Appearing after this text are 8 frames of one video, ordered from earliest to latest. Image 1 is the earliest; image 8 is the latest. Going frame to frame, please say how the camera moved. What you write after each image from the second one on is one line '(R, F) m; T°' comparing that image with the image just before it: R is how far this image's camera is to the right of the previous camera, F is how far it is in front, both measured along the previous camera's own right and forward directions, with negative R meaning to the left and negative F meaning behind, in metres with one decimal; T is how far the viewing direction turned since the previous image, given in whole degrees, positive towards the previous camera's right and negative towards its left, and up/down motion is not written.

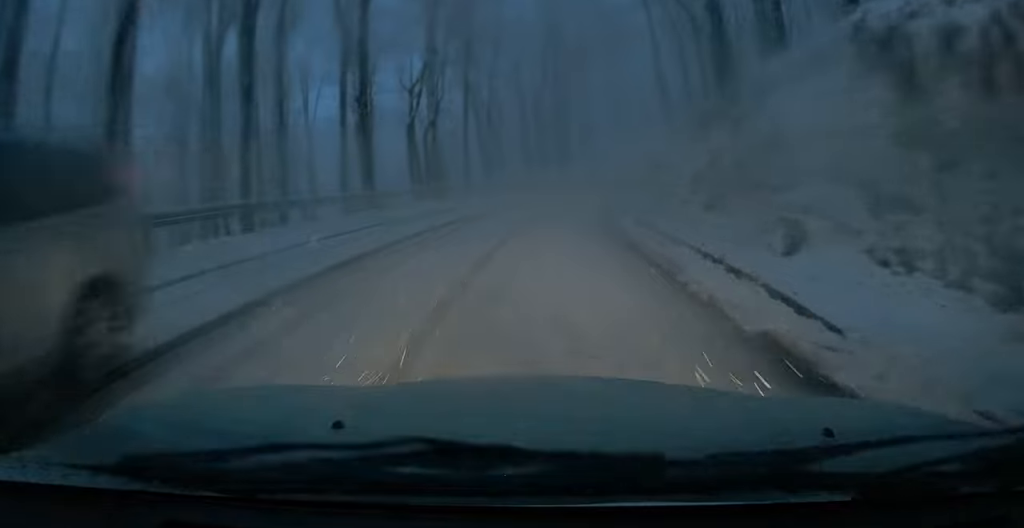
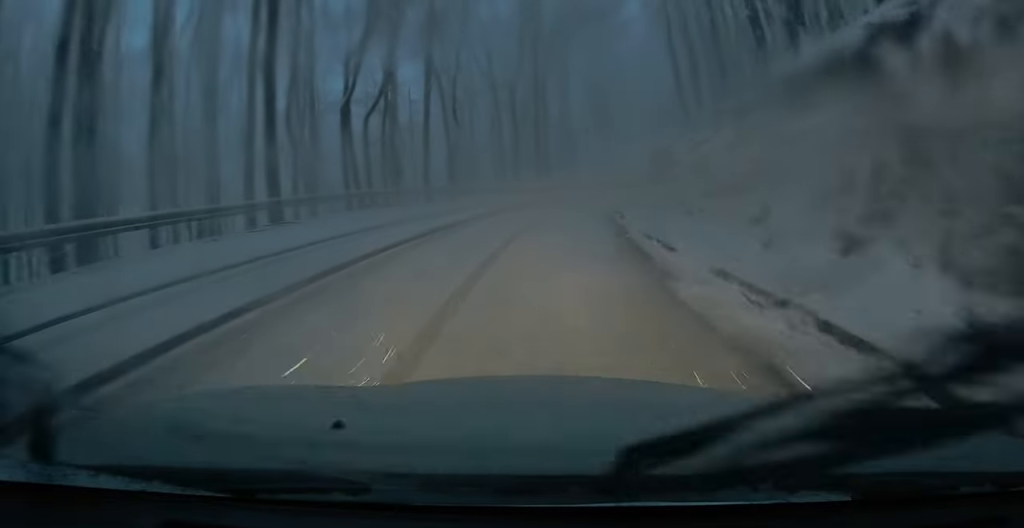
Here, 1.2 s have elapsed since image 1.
(+0.1, +9.4) m; +1°
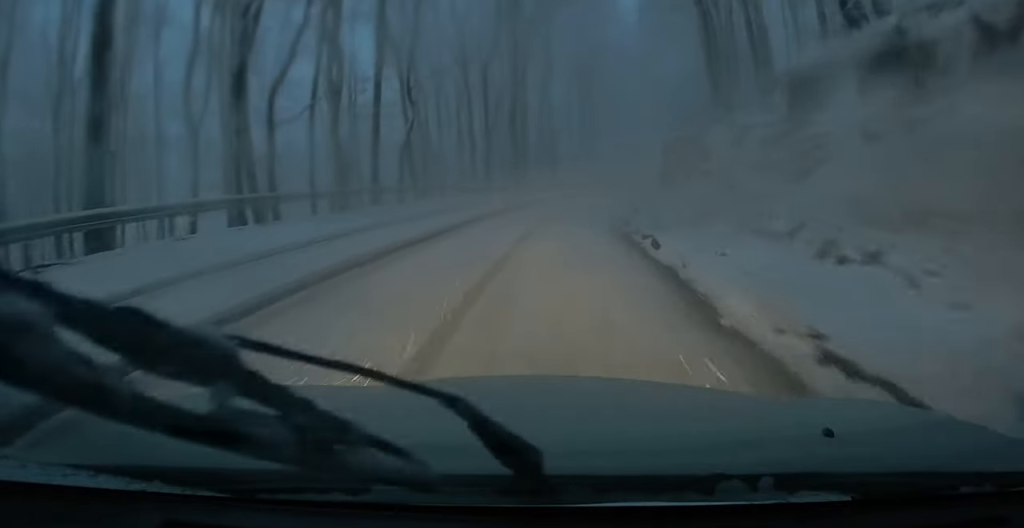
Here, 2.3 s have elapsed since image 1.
(0.0, +8.6) m; 0°
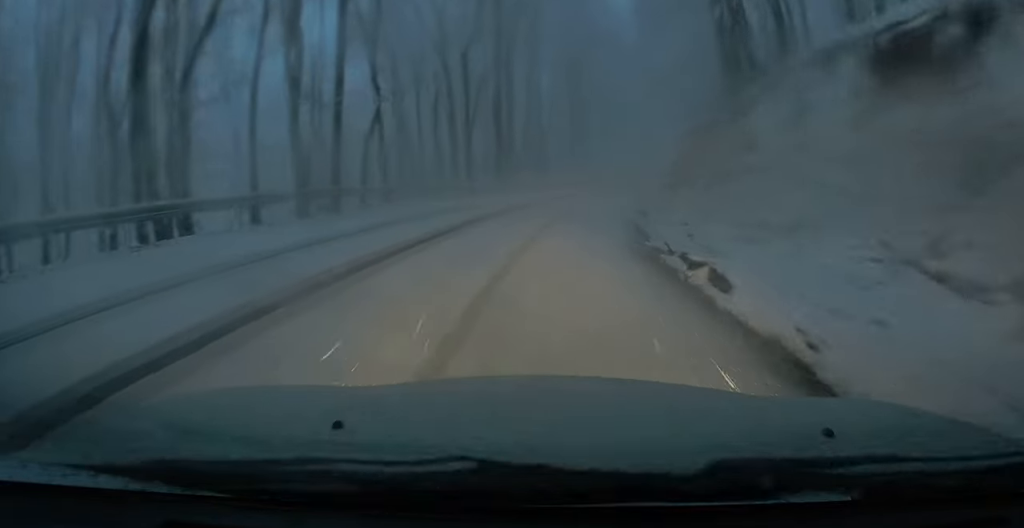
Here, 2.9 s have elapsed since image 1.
(0.0, +4.5) m; 0°
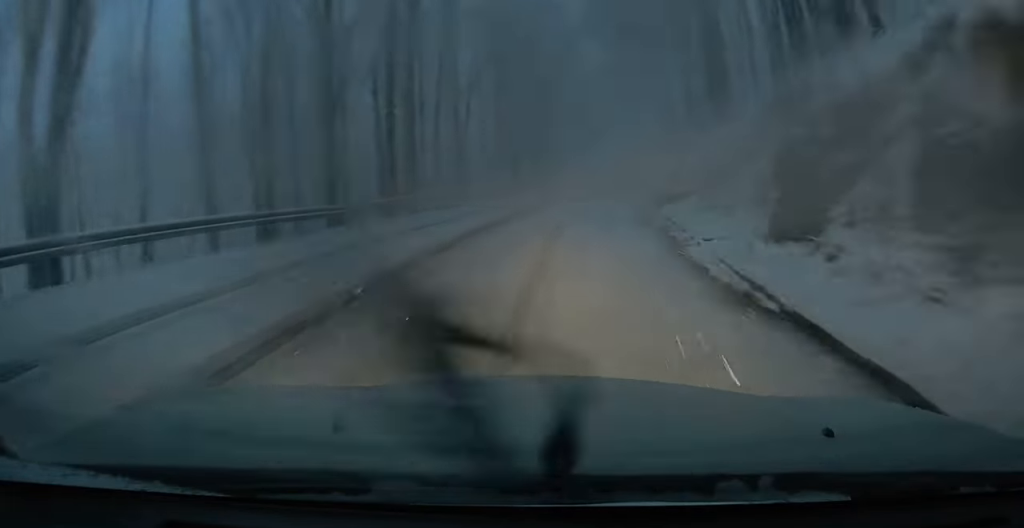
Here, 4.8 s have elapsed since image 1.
(+0.5, +13.5) m; +9°
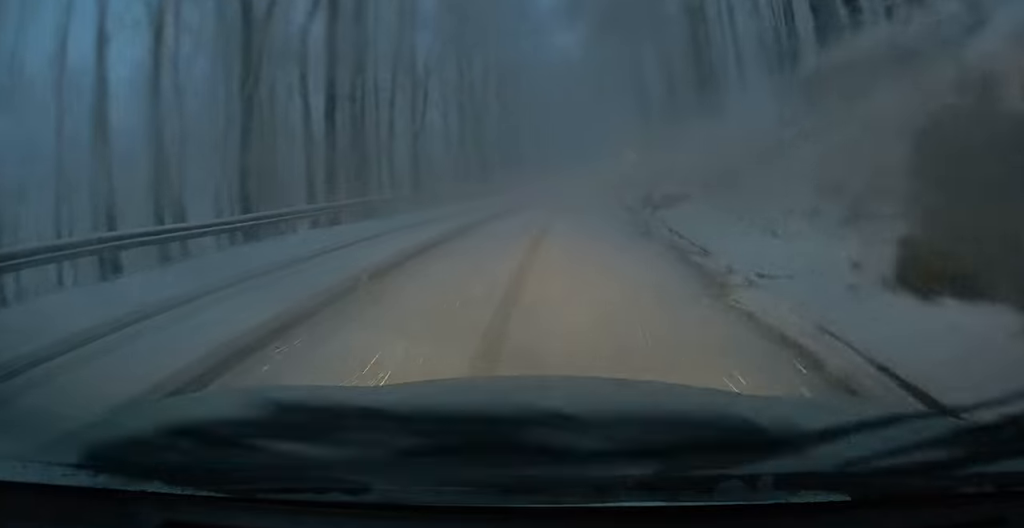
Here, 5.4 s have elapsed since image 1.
(+0.1, +3.7) m; +4°
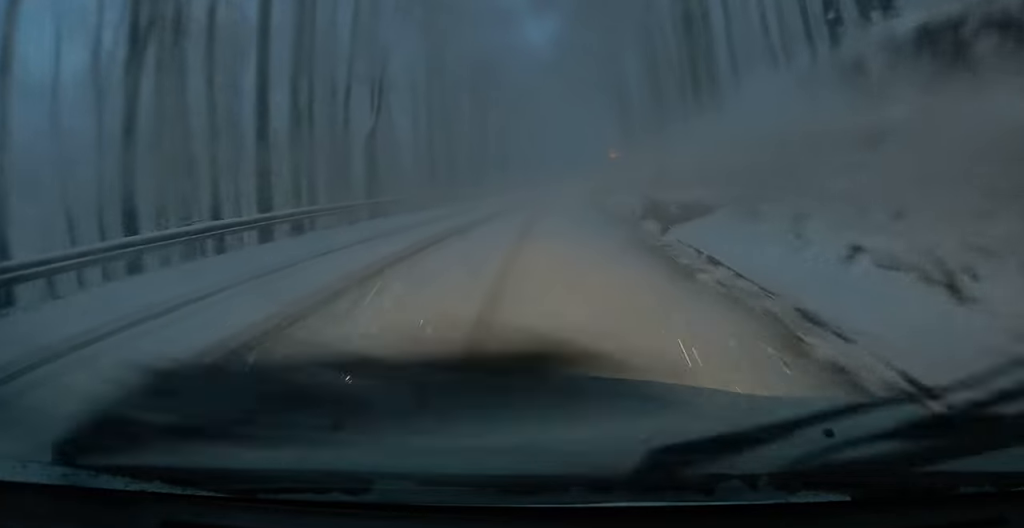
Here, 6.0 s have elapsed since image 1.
(+0.1, +4.0) m; +3°
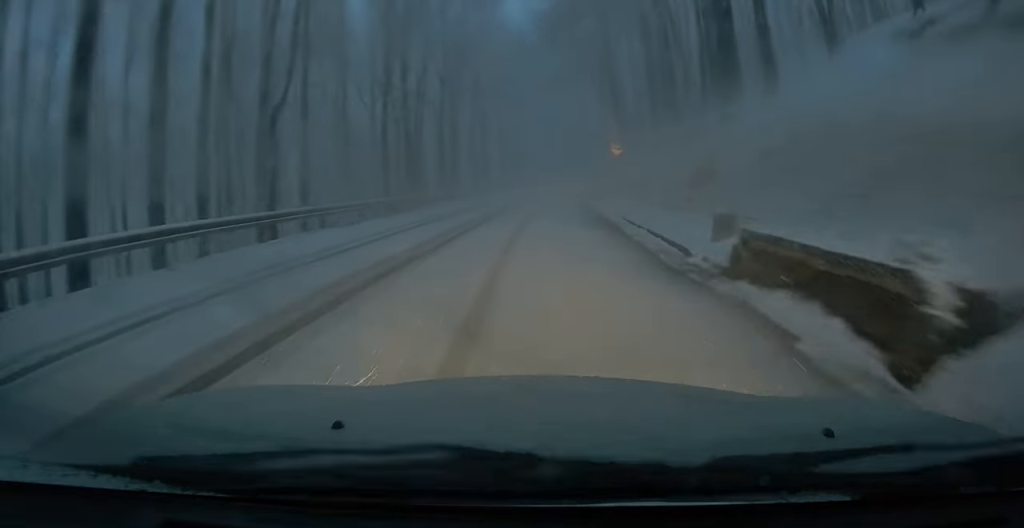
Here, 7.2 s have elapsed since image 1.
(+0.4, +8.1) m; +2°
